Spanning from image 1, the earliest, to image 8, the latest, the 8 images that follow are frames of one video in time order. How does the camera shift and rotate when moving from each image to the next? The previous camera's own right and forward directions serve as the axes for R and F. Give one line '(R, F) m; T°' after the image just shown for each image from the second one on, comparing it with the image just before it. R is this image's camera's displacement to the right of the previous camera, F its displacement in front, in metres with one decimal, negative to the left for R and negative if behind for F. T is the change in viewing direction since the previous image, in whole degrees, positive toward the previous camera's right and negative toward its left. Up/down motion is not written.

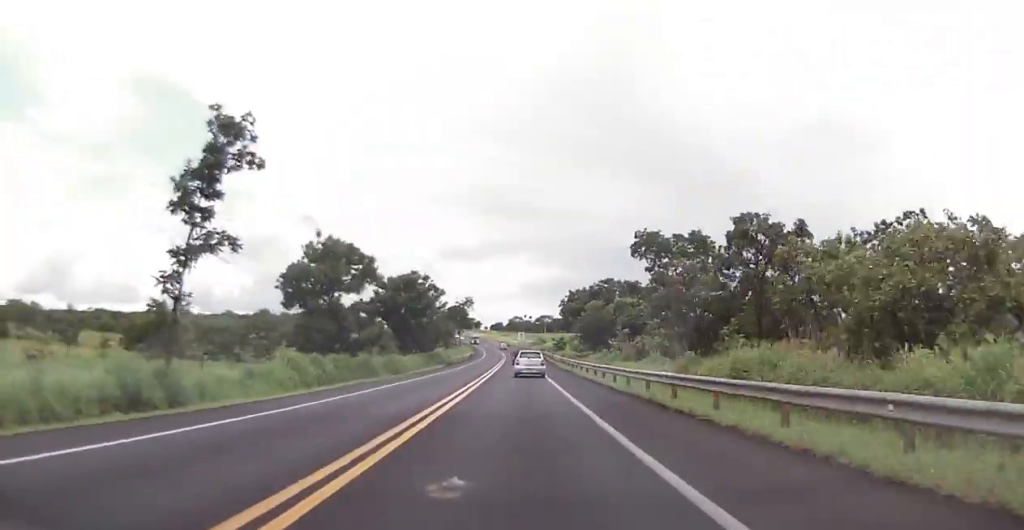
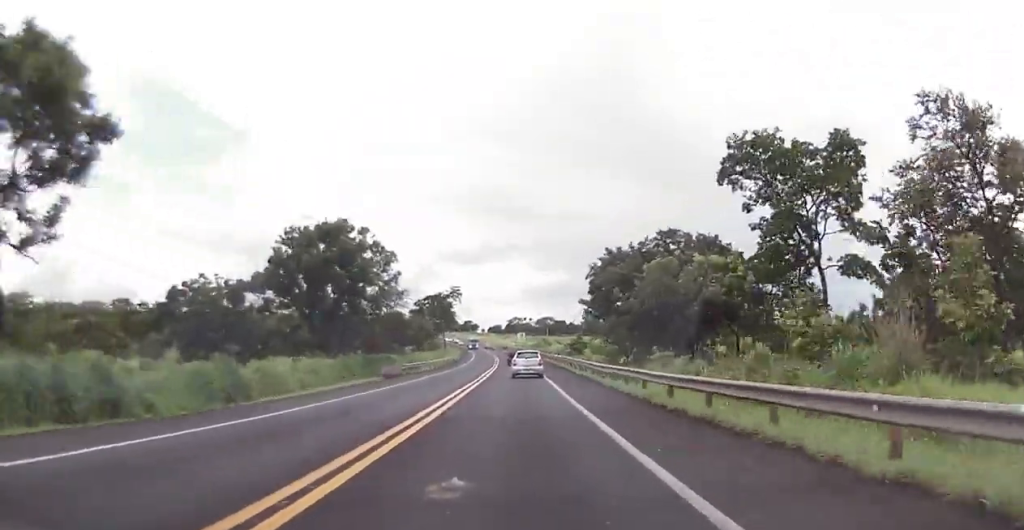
(0.0, +36.5) m; -1°
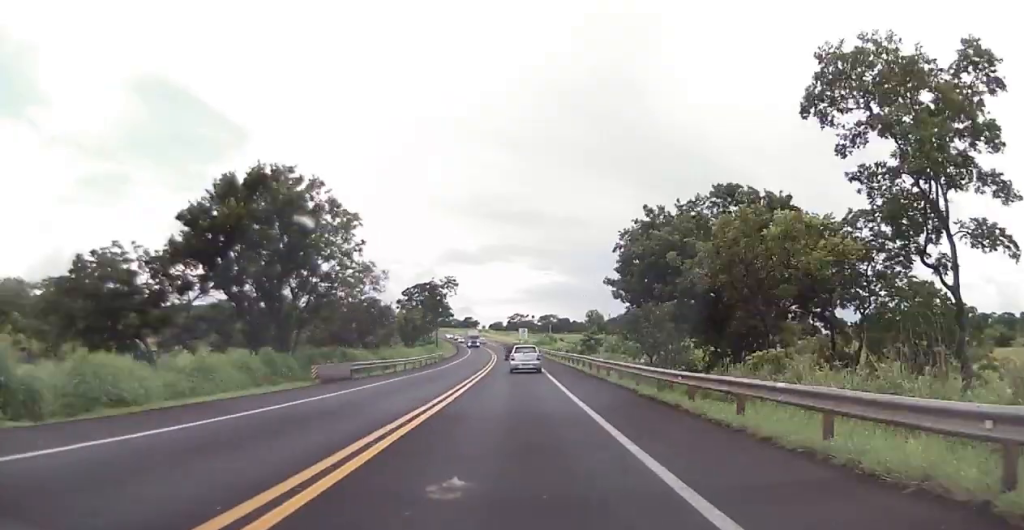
(-0.2, +14.2) m; 0°
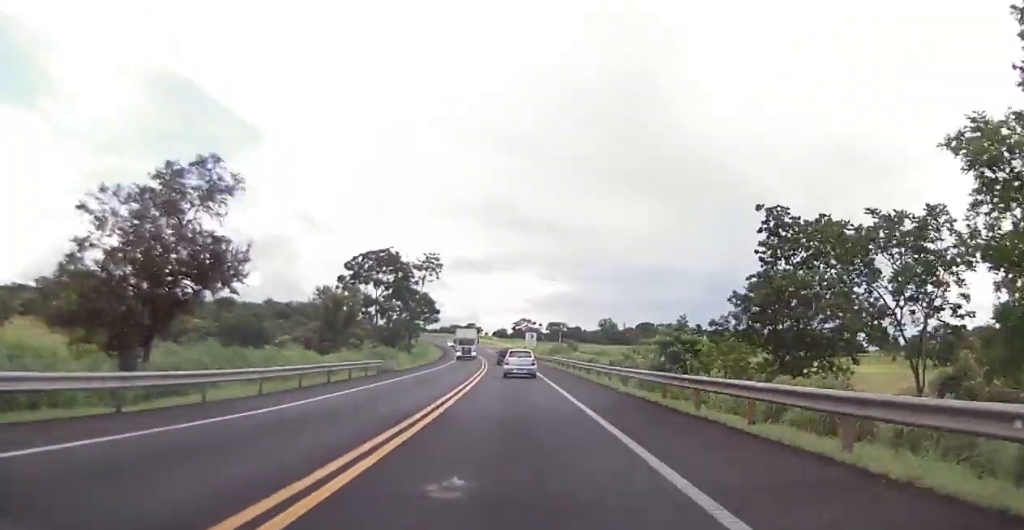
(+0.1, +36.6) m; +1°
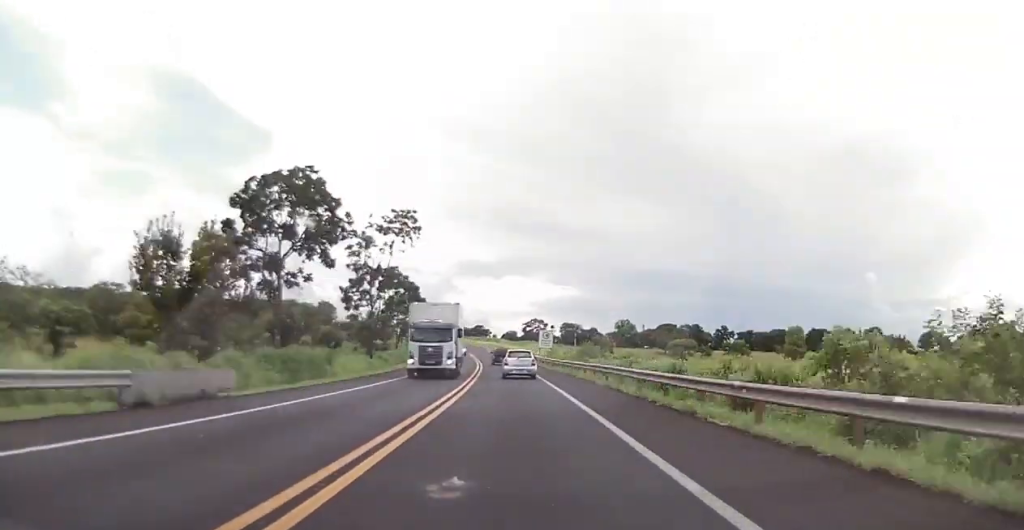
(+0.1, +28.3) m; -1°
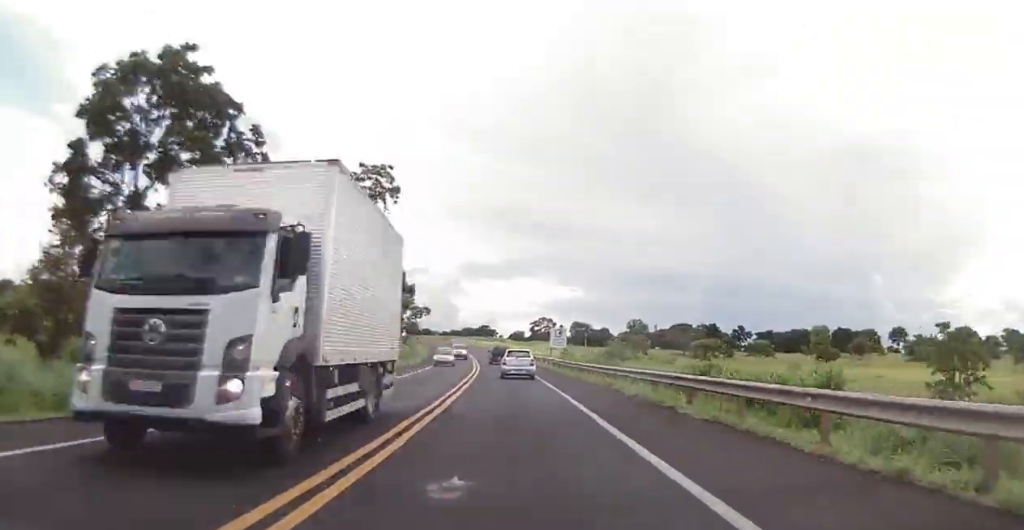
(0.0, +15.1) m; -1°
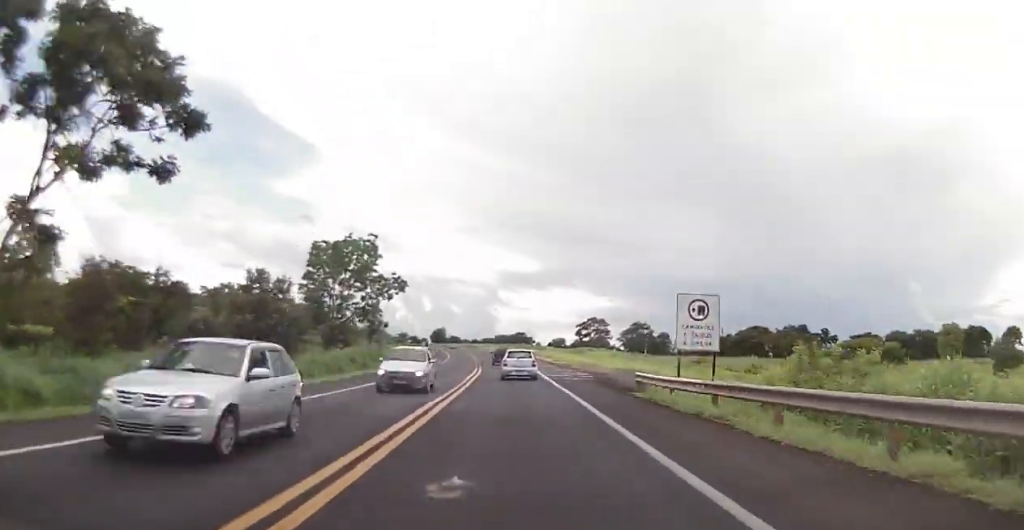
(-1.1, +54.1) m; -2°
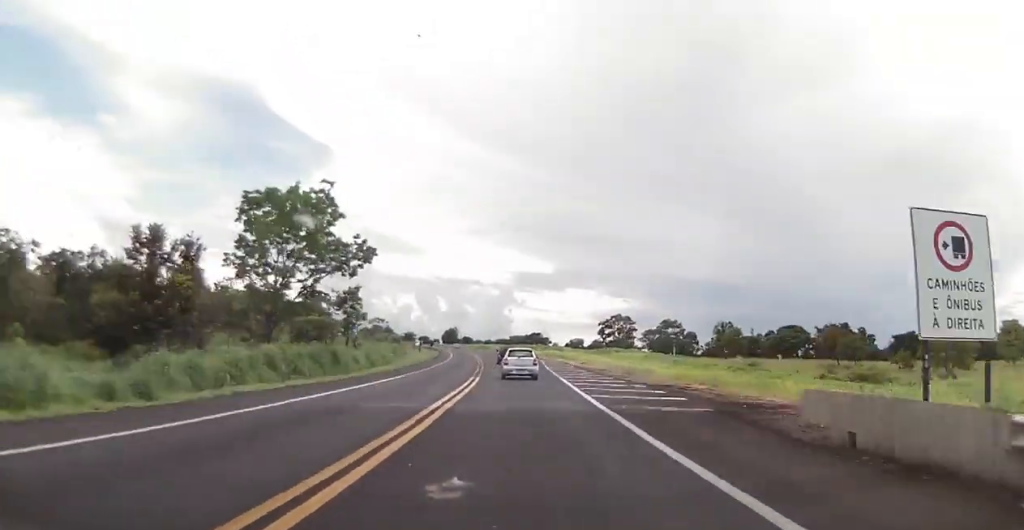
(-0.2, +18.8) m; -1°
